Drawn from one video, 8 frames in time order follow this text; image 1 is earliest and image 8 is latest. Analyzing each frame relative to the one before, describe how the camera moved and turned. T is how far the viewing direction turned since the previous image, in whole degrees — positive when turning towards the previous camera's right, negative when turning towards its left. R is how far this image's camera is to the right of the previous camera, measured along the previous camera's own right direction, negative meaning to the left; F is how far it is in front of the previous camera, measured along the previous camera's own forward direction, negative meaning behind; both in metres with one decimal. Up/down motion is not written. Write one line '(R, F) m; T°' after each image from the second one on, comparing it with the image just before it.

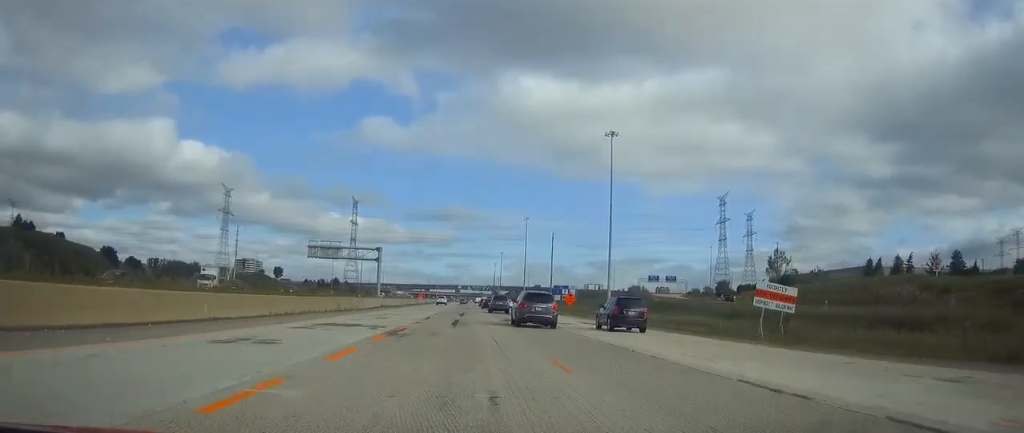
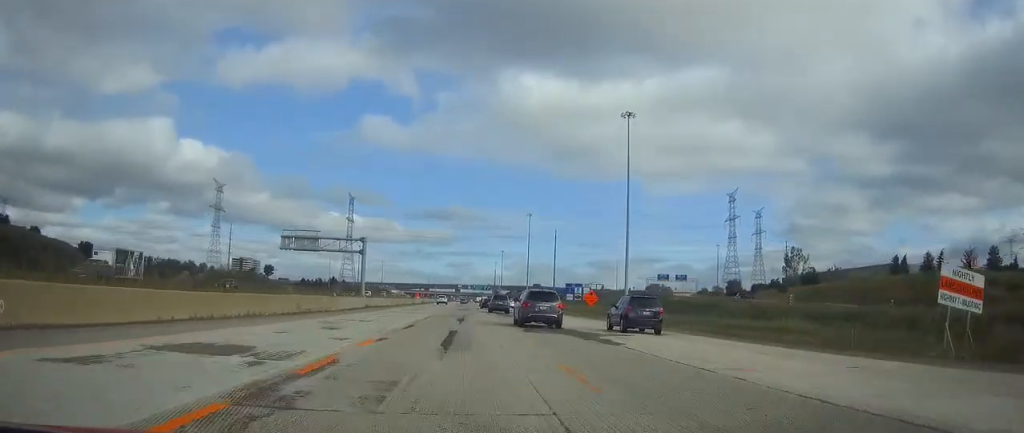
(0.0, +14.7) m; 0°
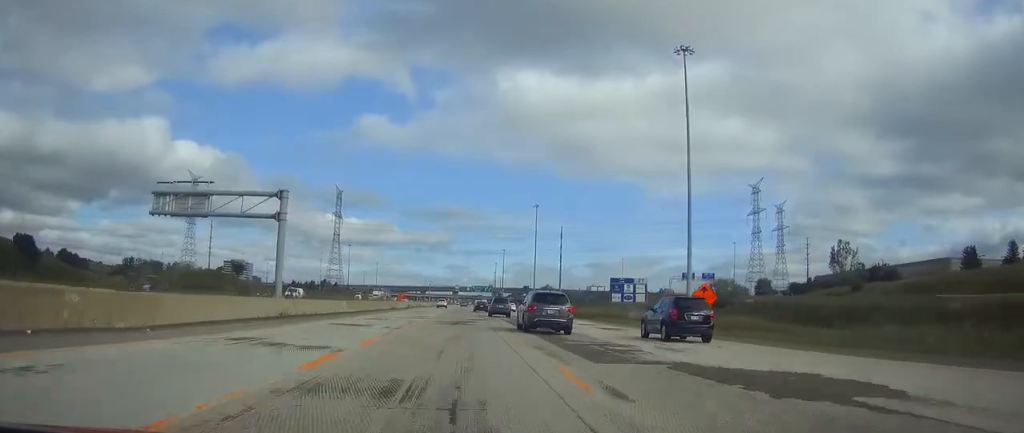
(0.0, +35.6) m; 0°
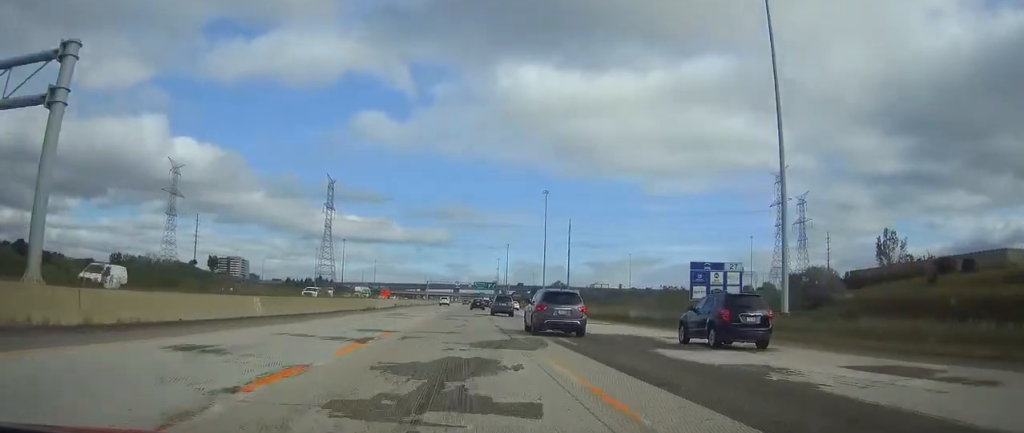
(0.0, +27.3) m; 0°
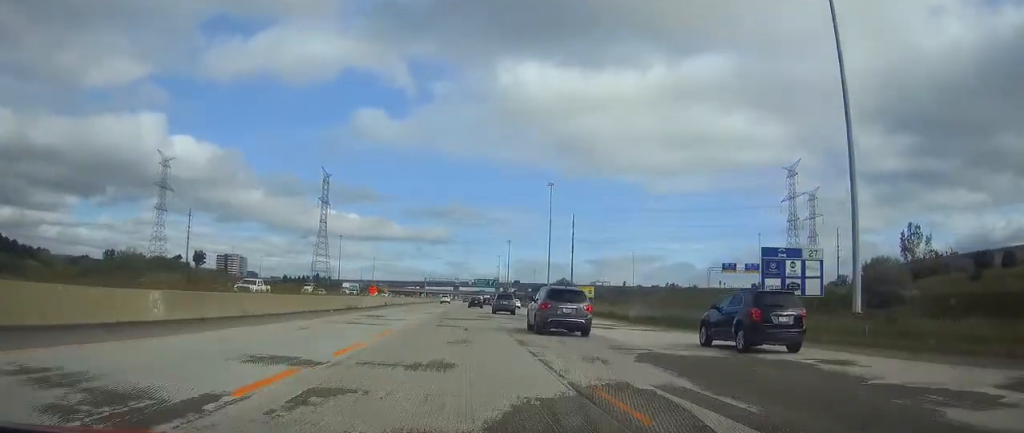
(0.0, +12.6) m; 0°
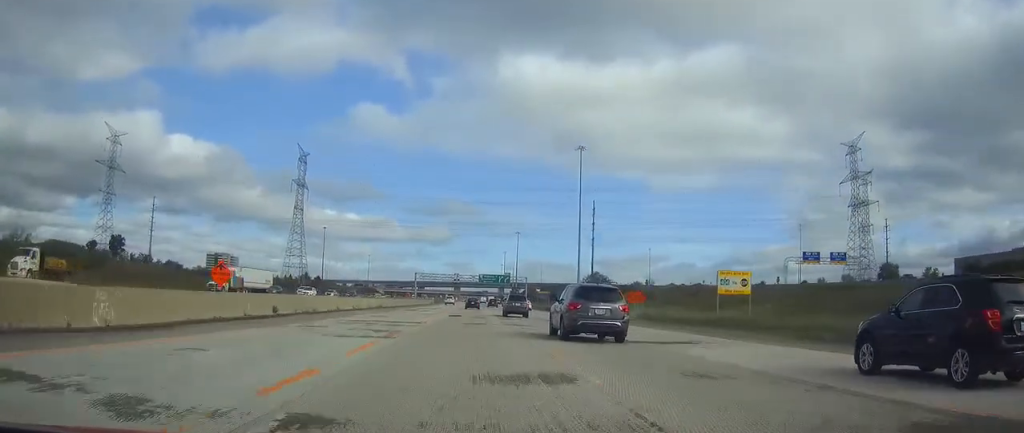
(-0.1, +54.4) m; 0°
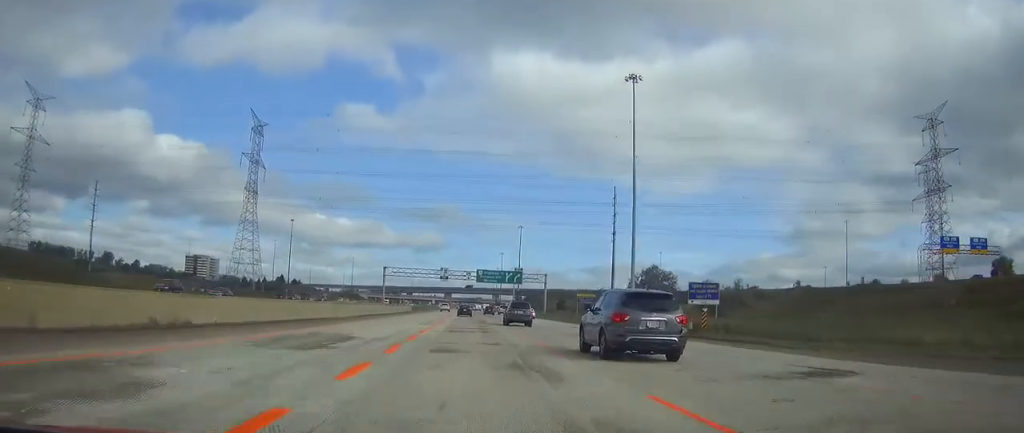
(+0.2, +58.4) m; +1°
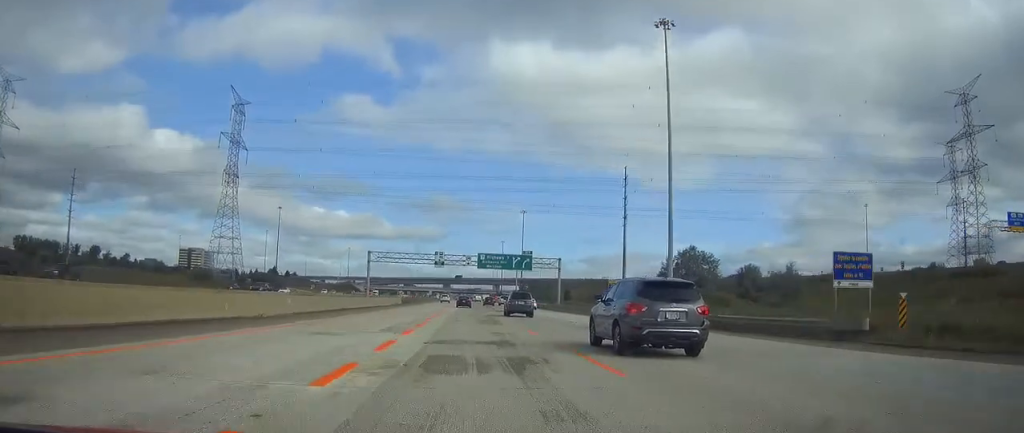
(0.0, +19.8) m; 0°
